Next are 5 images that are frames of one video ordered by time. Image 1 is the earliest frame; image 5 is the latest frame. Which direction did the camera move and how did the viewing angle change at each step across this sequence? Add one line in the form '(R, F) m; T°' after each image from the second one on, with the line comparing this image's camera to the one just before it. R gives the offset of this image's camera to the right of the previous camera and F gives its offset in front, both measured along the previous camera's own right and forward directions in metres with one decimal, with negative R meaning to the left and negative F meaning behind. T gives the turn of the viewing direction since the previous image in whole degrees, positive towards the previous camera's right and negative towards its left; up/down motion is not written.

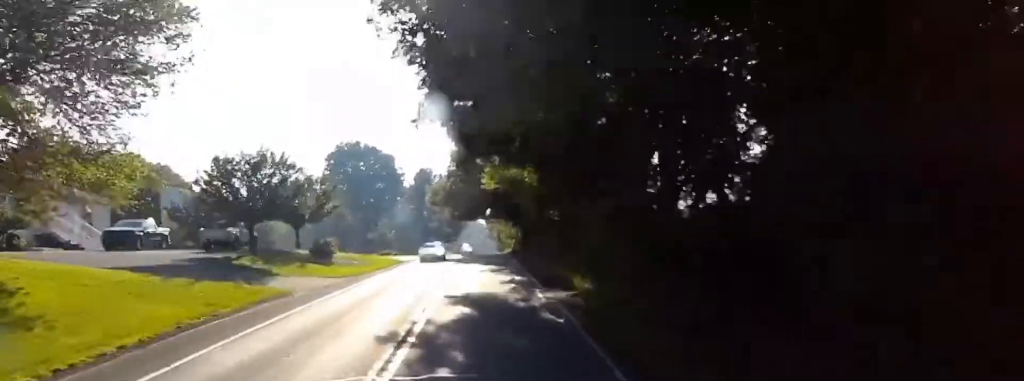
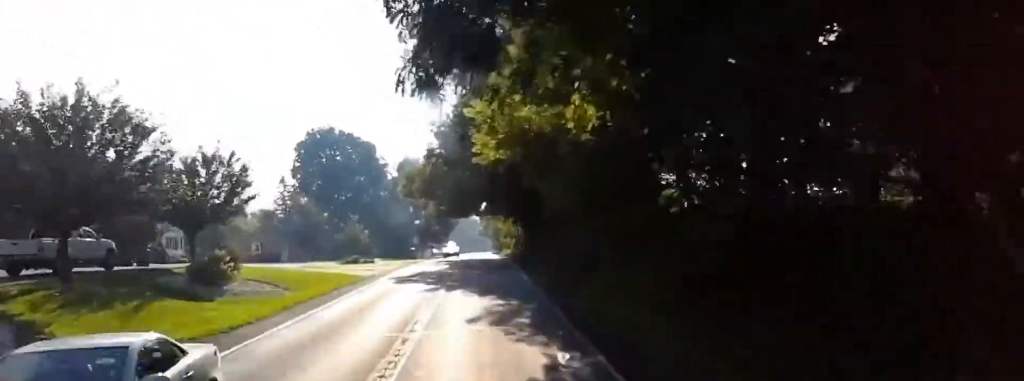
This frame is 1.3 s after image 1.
(+0.3, +14.9) m; +1°
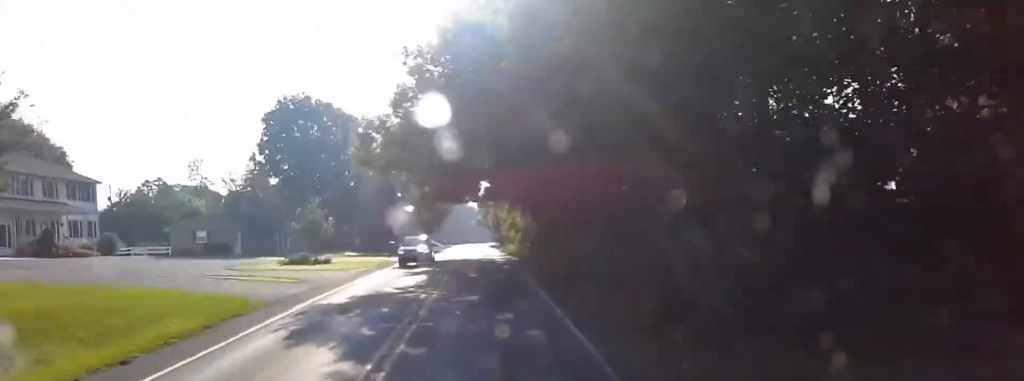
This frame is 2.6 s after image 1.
(-0.1, +15.2) m; -1°
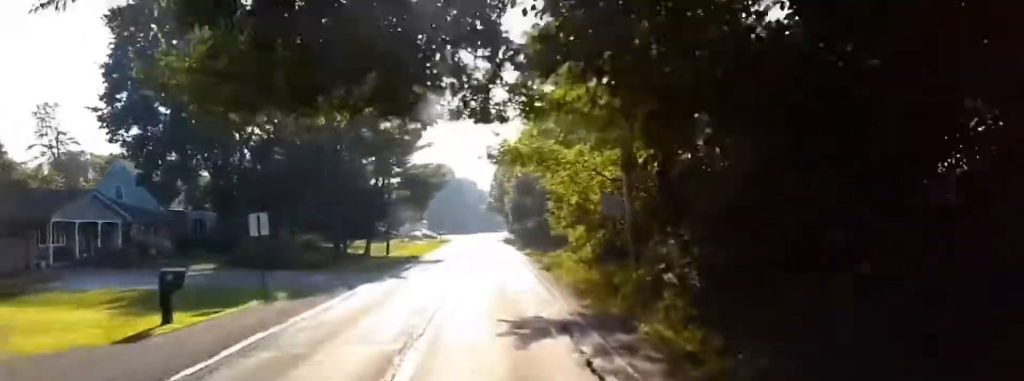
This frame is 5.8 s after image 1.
(+0.1, +42.9) m; +1°
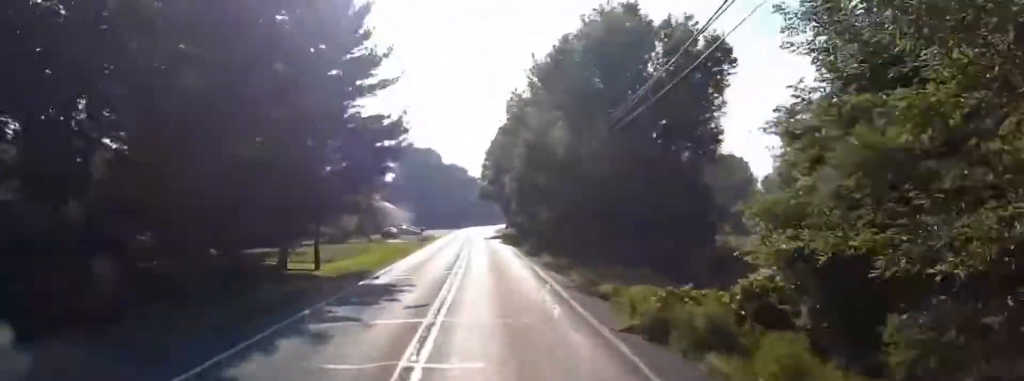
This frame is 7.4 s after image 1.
(+0.1, +23.7) m; 0°
